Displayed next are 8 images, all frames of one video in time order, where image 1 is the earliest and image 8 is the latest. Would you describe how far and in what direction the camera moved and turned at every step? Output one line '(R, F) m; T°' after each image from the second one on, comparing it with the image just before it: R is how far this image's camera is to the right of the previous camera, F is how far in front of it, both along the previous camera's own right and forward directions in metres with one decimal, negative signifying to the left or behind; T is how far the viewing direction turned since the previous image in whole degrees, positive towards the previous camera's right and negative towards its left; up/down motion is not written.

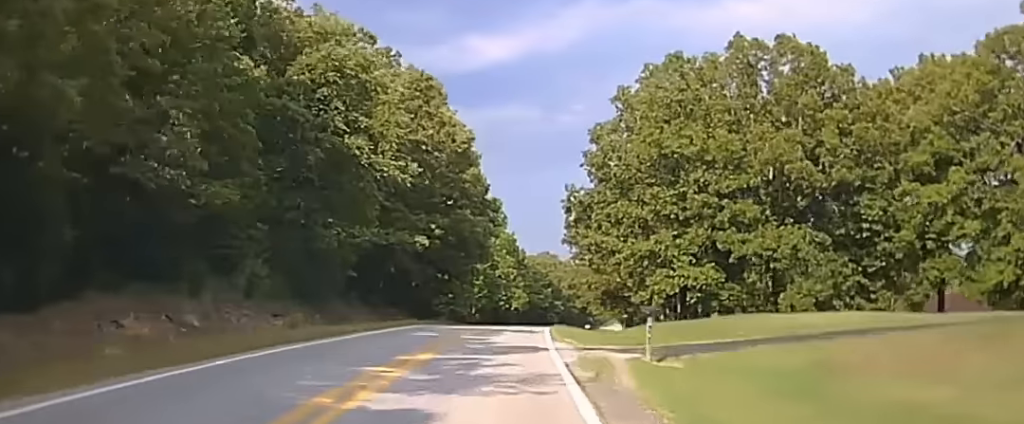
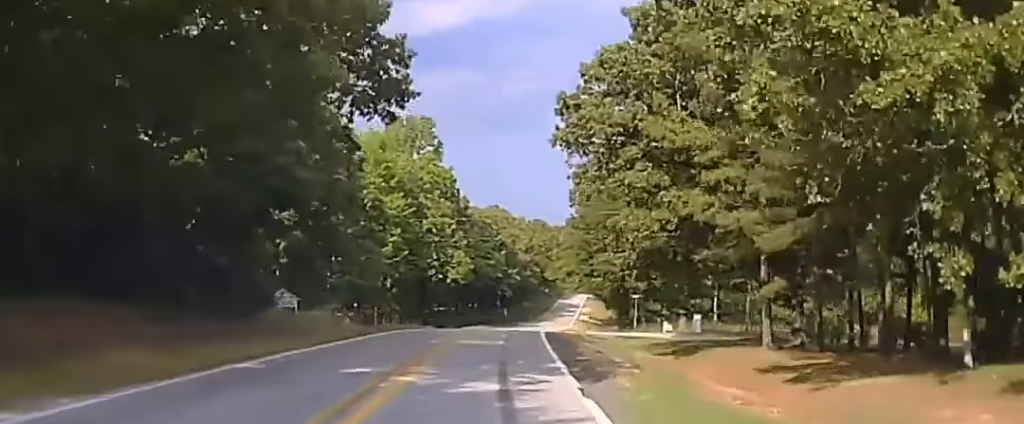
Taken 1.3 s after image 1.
(+1.4, +56.0) m; +4°
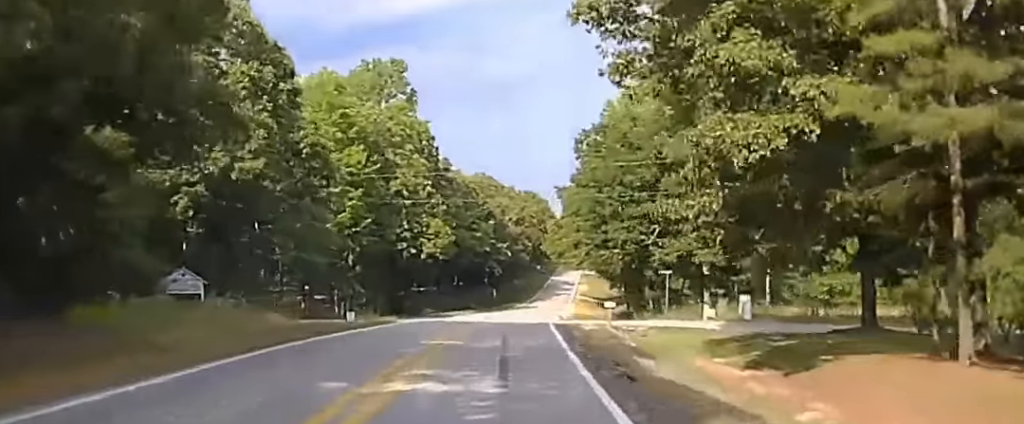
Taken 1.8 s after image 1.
(+0.7, +18.1) m; +1°
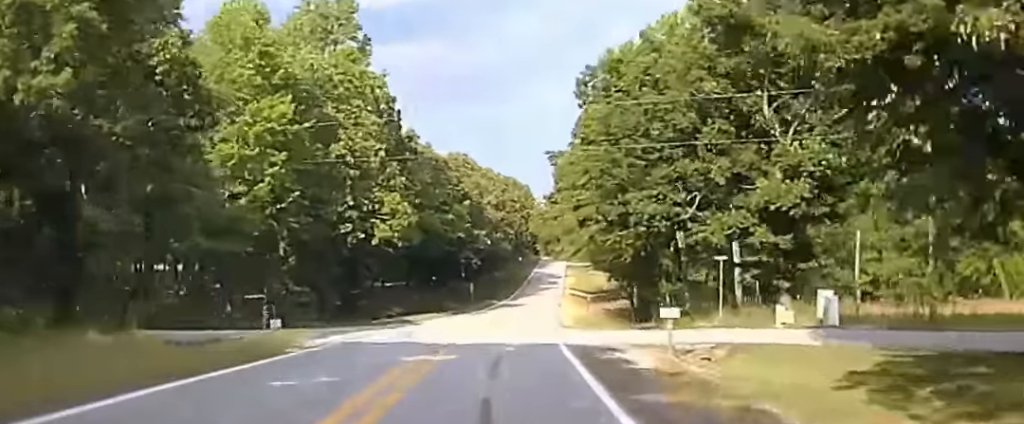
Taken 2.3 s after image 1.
(+0.5, +18.7) m; +1°
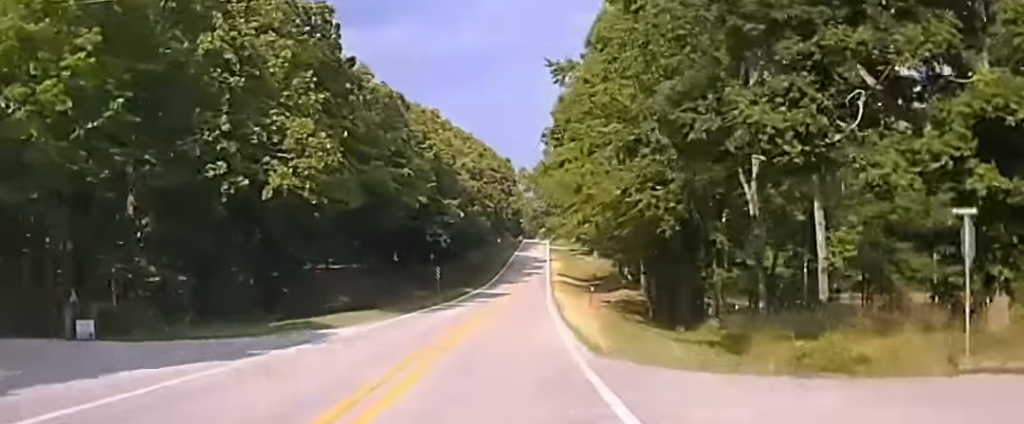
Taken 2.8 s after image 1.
(-0.2, +20.6) m; +1°
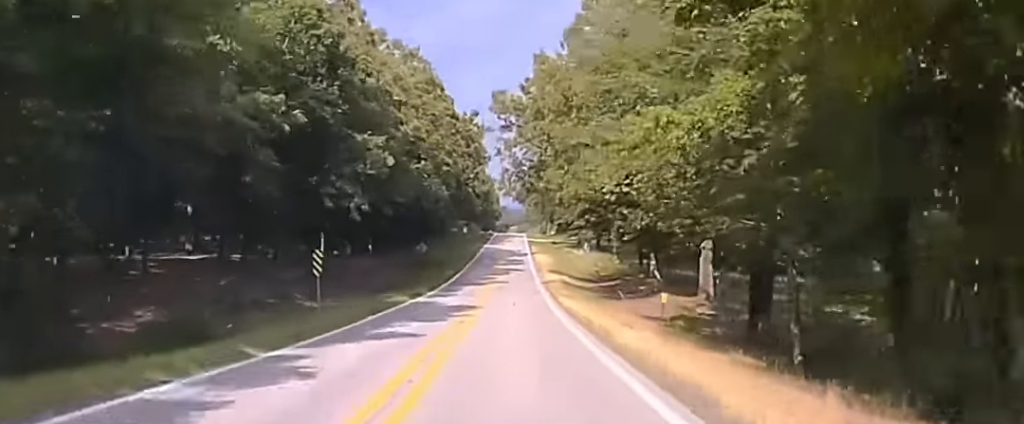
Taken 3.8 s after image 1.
(+0.4, +39.2) m; +1°
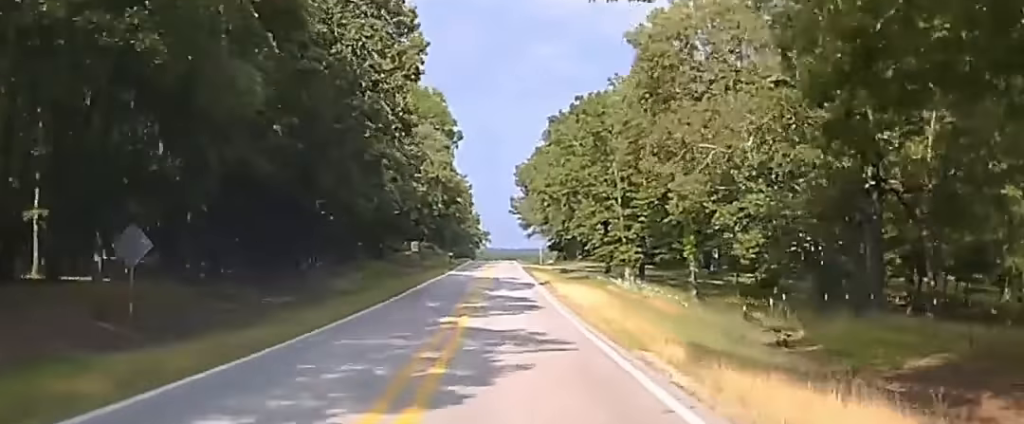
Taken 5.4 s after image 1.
(+1.1, +72.9) m; +1°
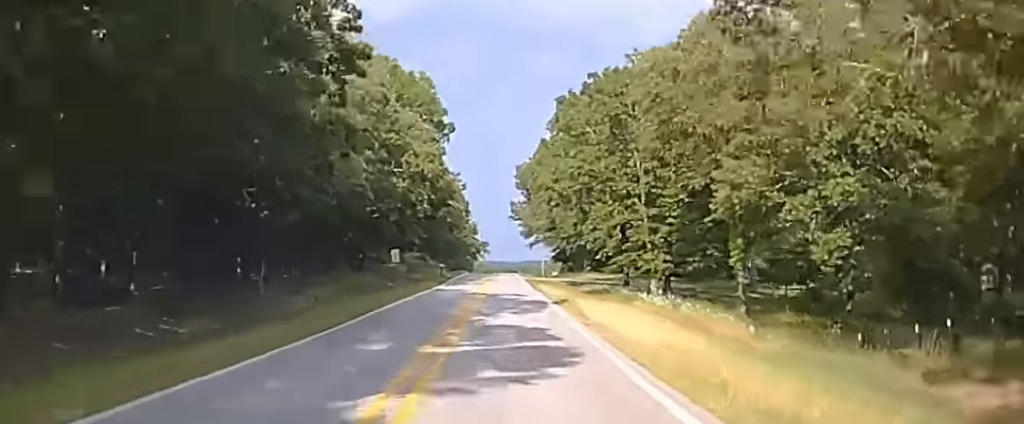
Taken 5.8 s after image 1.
(+0.2, +19.7) m; 0°
